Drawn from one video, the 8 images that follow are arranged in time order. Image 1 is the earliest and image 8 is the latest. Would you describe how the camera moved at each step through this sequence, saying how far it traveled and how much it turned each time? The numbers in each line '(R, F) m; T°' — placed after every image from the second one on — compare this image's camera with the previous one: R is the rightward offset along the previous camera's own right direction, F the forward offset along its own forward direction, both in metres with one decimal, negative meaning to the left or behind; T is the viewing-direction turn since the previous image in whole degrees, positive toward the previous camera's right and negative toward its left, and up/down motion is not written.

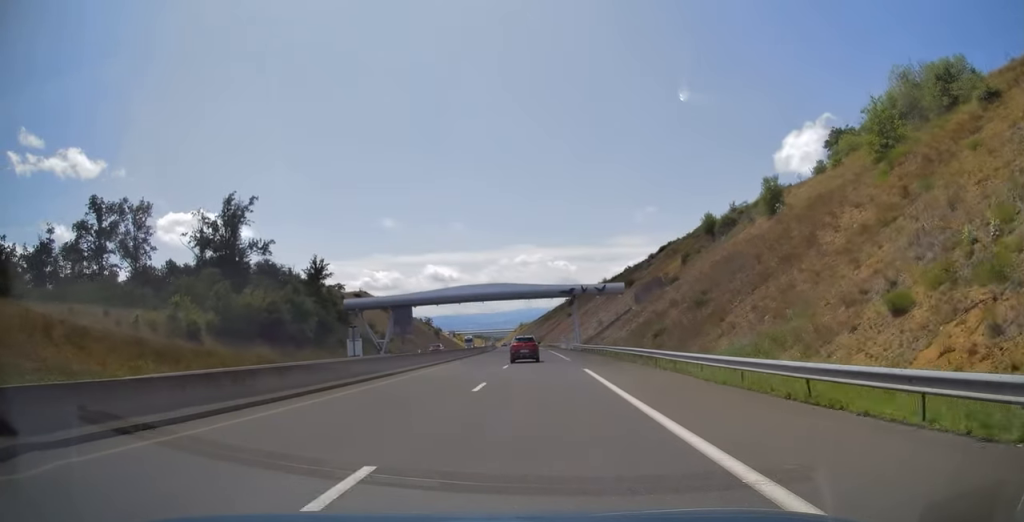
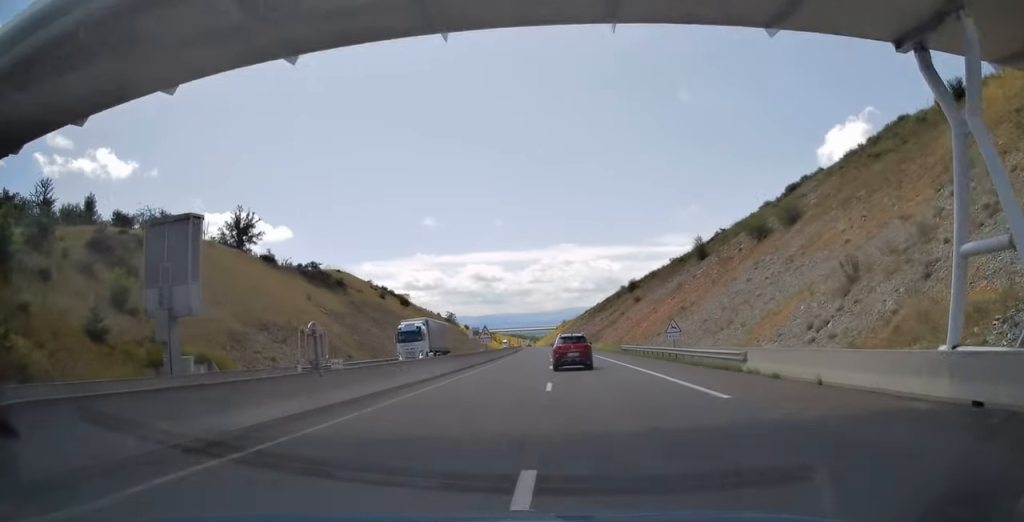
(-2.1, +77.8) m; -3°
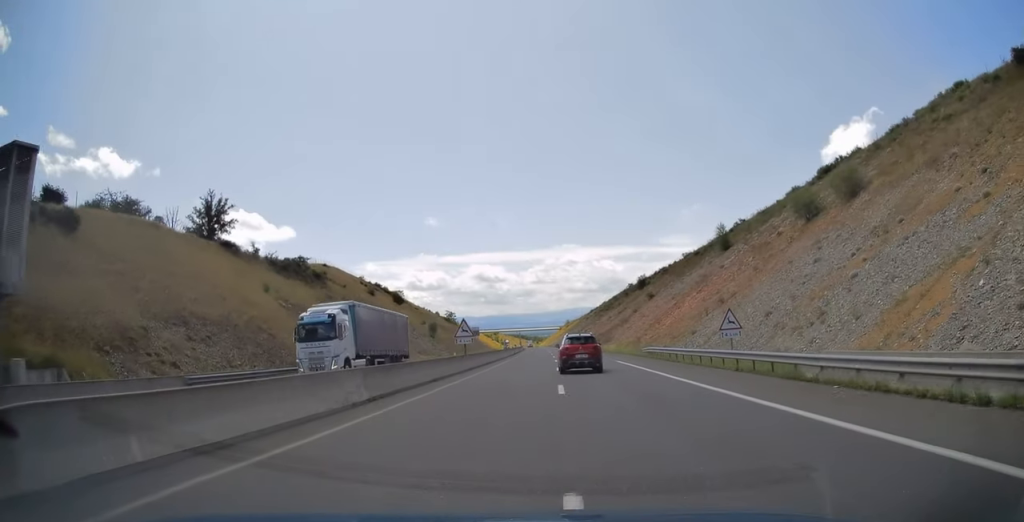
(0.0, +13.8) m; -1°
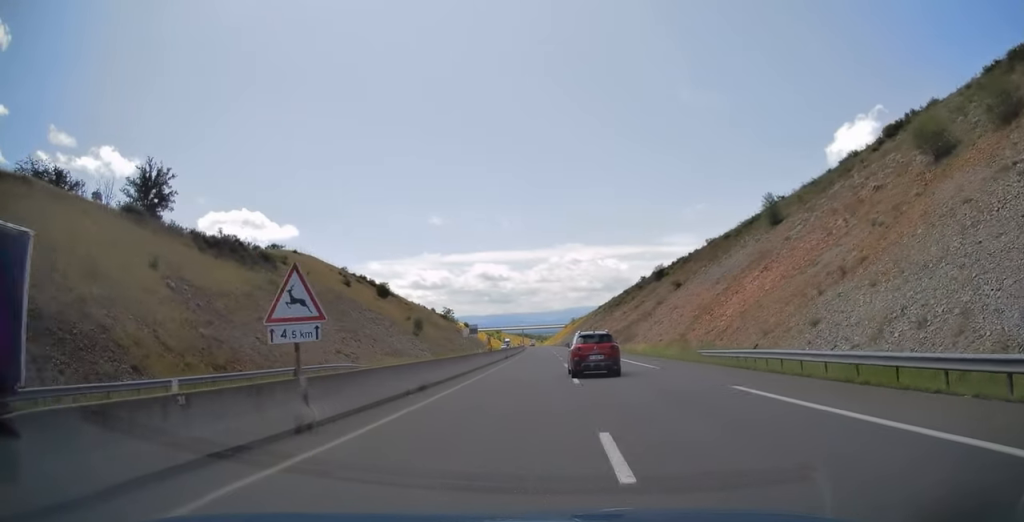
(-0.4, +22.5) m; -1°
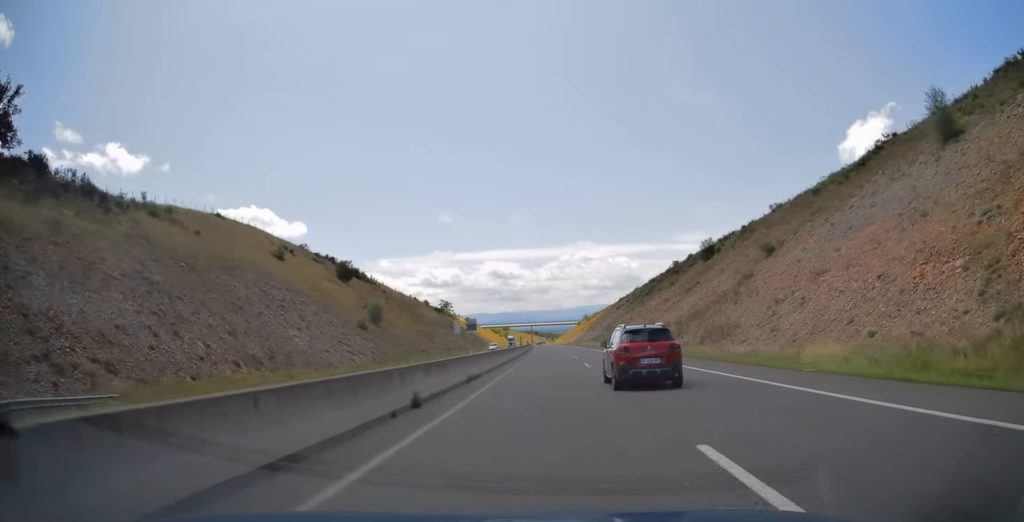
(-0.5, +40.6) m; -1°
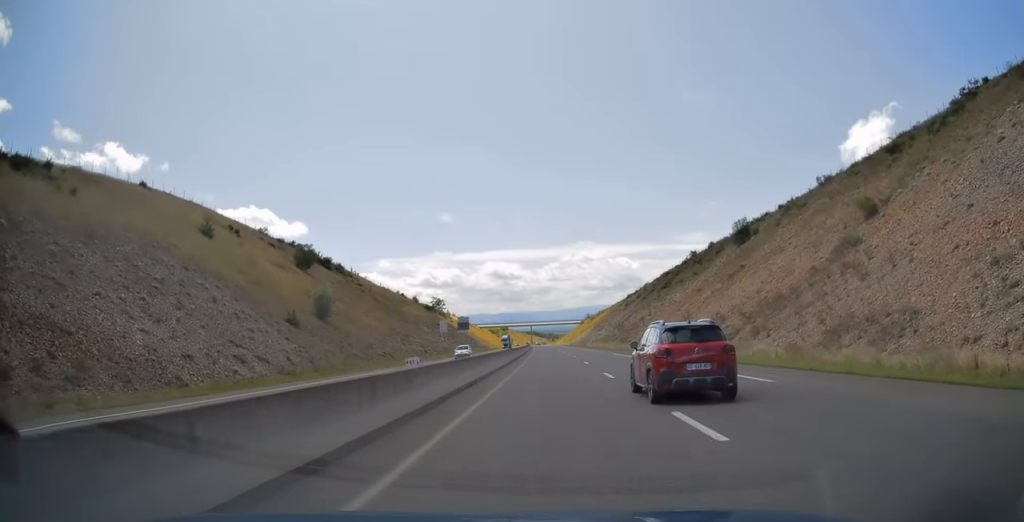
(0.0, +22.7) m; 0°
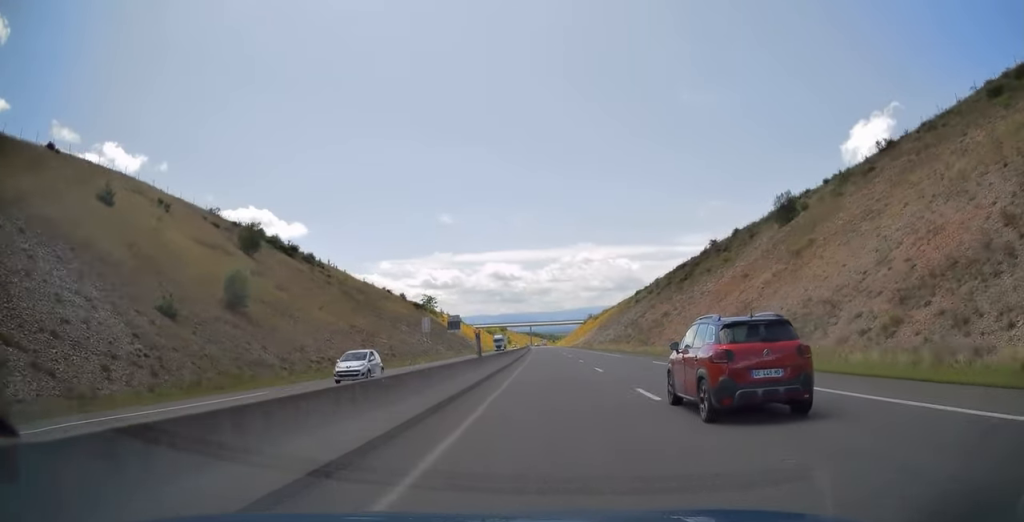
(0.0, +20.6) m; 0°
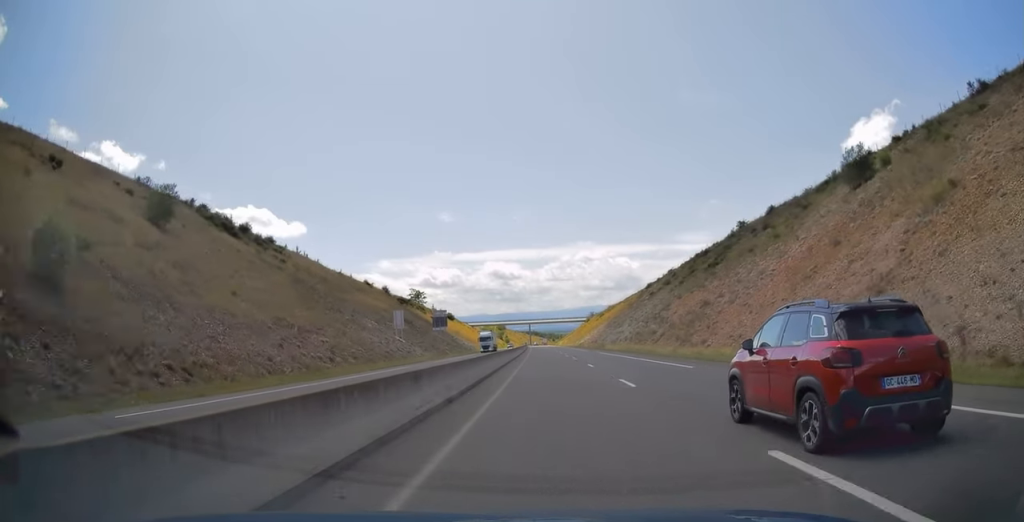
(+0.1, +22.3) m; 0°
